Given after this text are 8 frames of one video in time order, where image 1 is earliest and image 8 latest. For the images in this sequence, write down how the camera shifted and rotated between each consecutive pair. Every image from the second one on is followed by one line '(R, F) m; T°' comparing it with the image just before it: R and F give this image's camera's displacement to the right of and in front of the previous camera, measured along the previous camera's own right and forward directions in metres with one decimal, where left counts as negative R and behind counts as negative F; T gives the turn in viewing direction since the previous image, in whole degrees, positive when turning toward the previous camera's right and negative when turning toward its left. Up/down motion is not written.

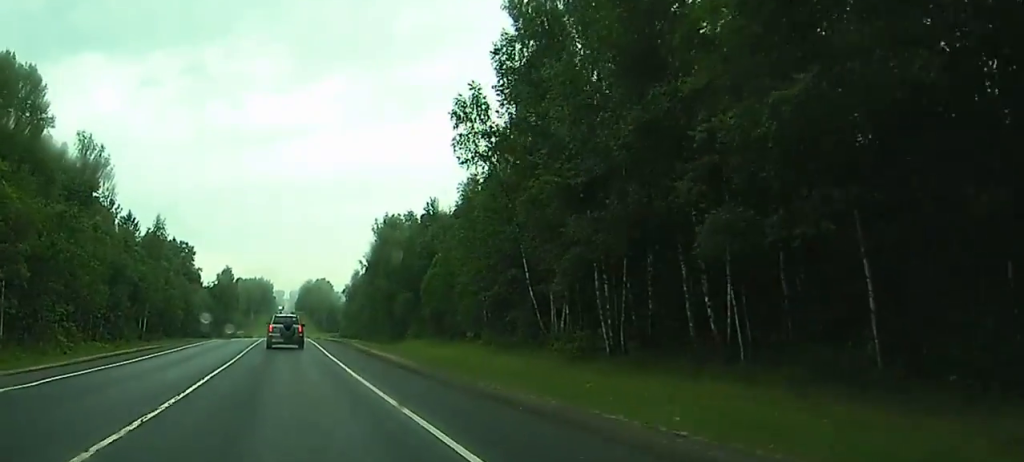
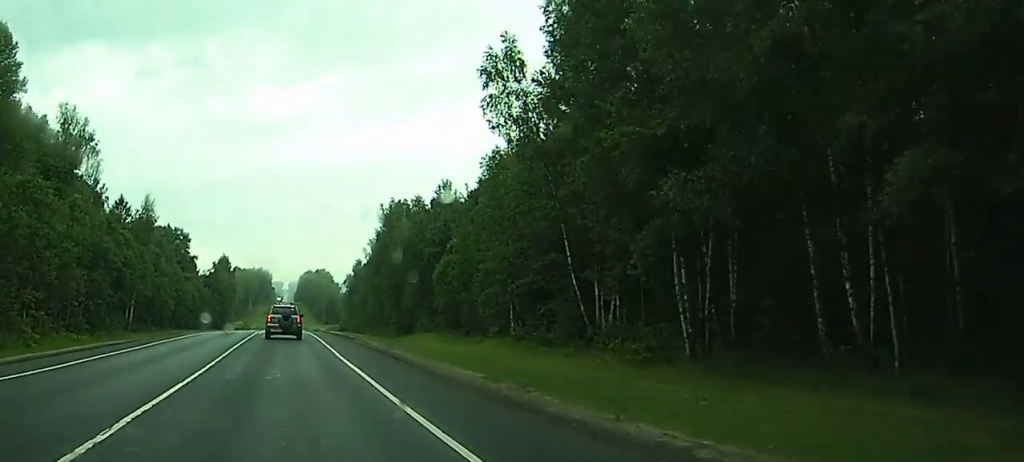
(-0.1, +10.1) m; 0°
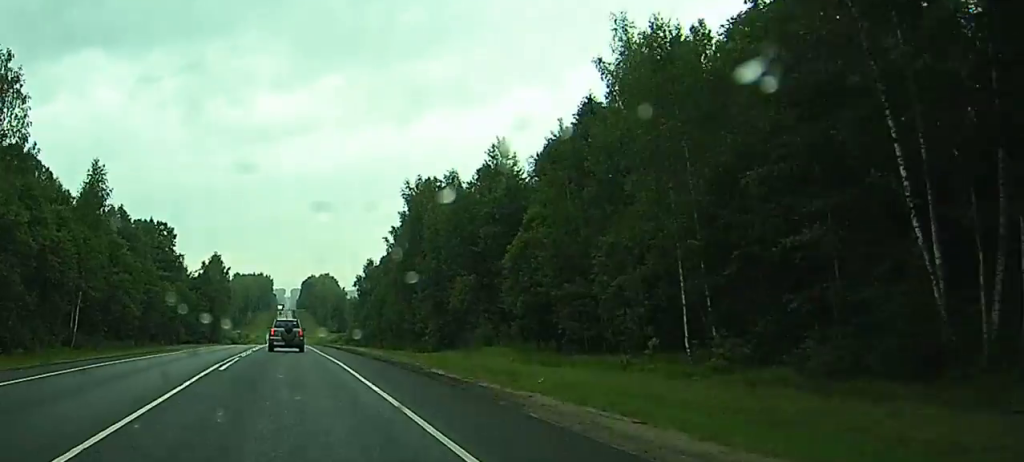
(+0.3, +32.3) m; +1°
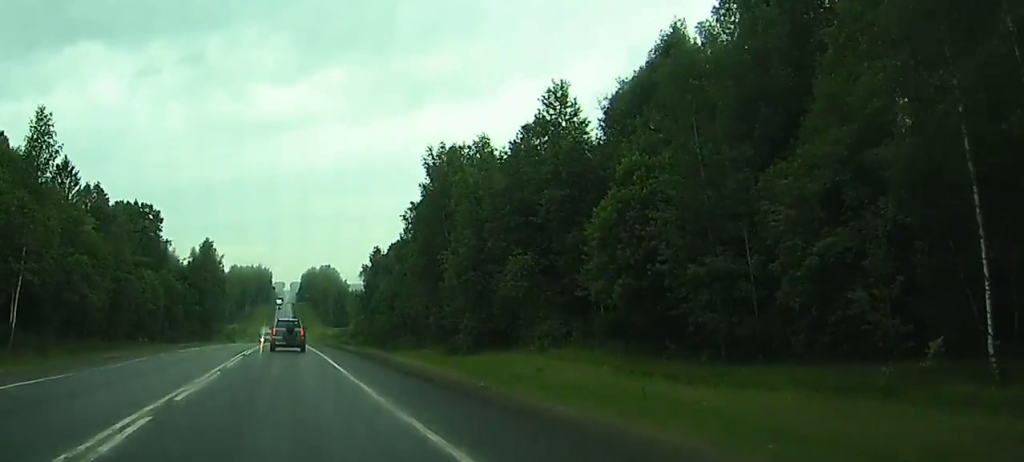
(0.0, +19.9) m; 0°
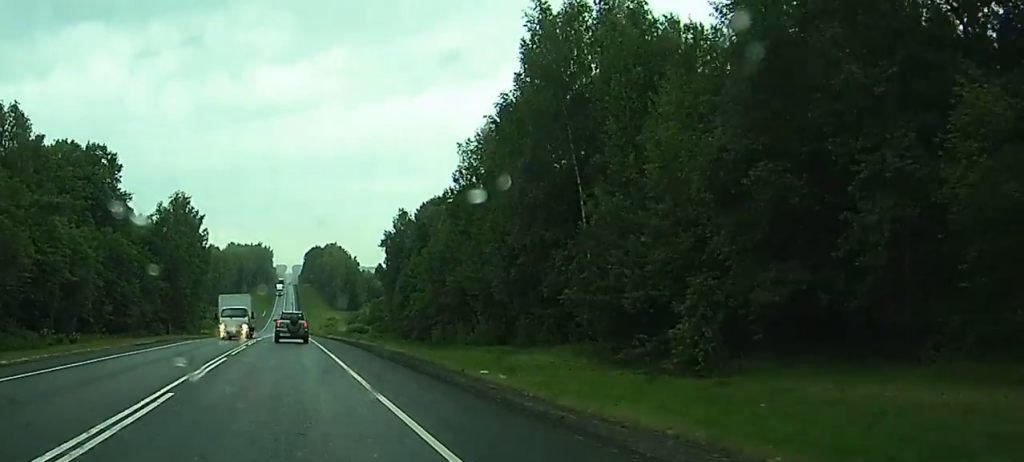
(+0.1, +45.2) m; -1°
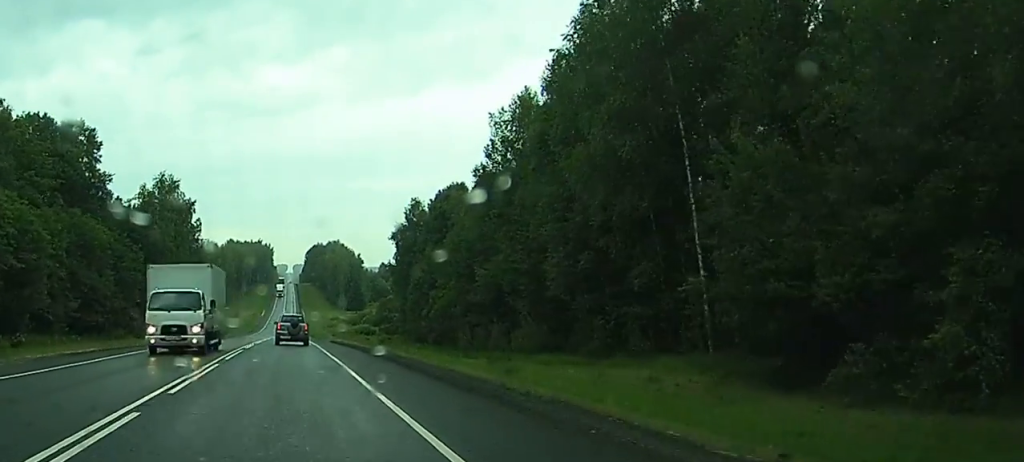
(-0.2, +15.5) m; 0°
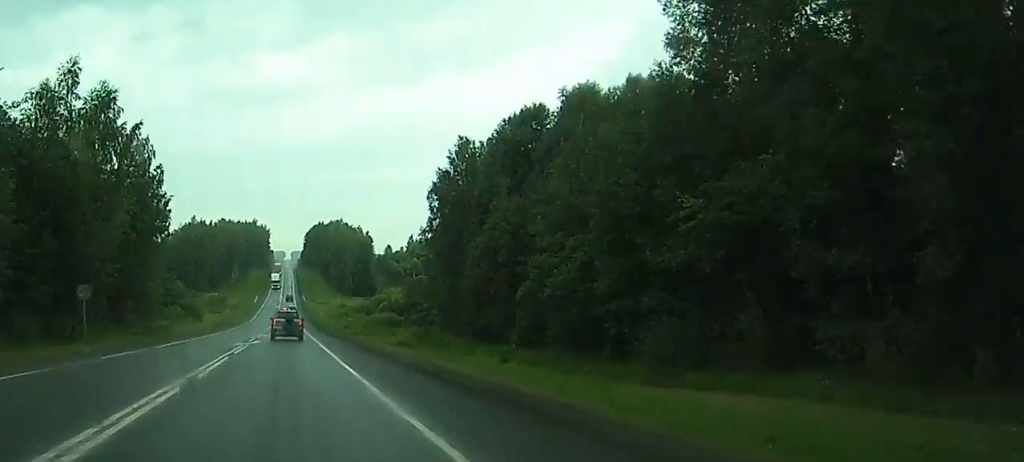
(+0.2, +44.3) m; 0°
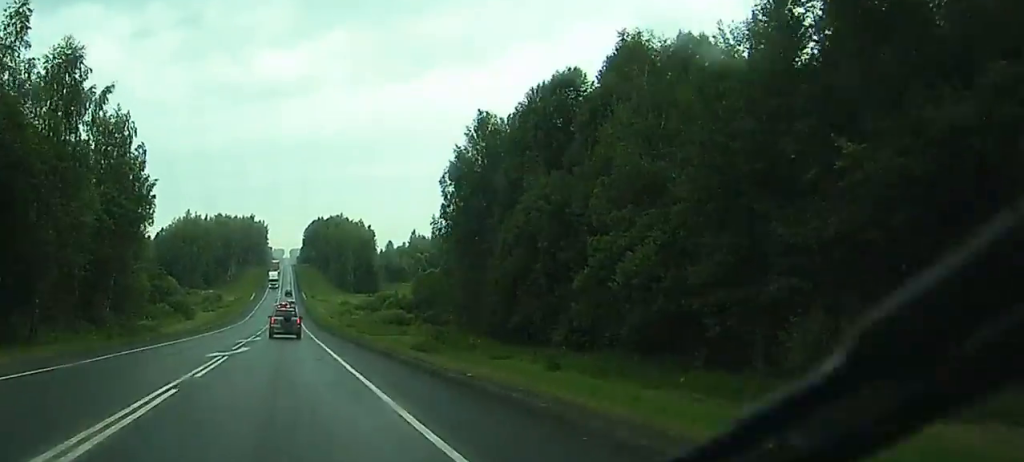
(0.0, +12.4) m; 0°
